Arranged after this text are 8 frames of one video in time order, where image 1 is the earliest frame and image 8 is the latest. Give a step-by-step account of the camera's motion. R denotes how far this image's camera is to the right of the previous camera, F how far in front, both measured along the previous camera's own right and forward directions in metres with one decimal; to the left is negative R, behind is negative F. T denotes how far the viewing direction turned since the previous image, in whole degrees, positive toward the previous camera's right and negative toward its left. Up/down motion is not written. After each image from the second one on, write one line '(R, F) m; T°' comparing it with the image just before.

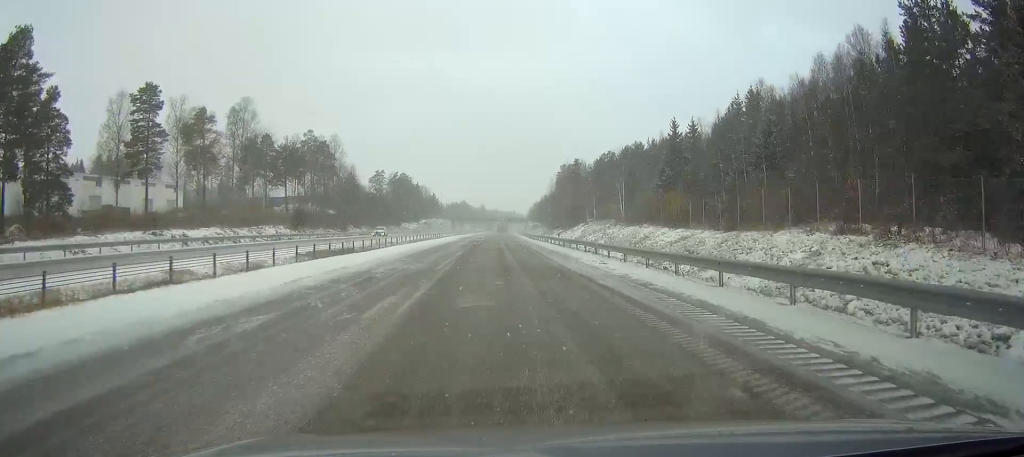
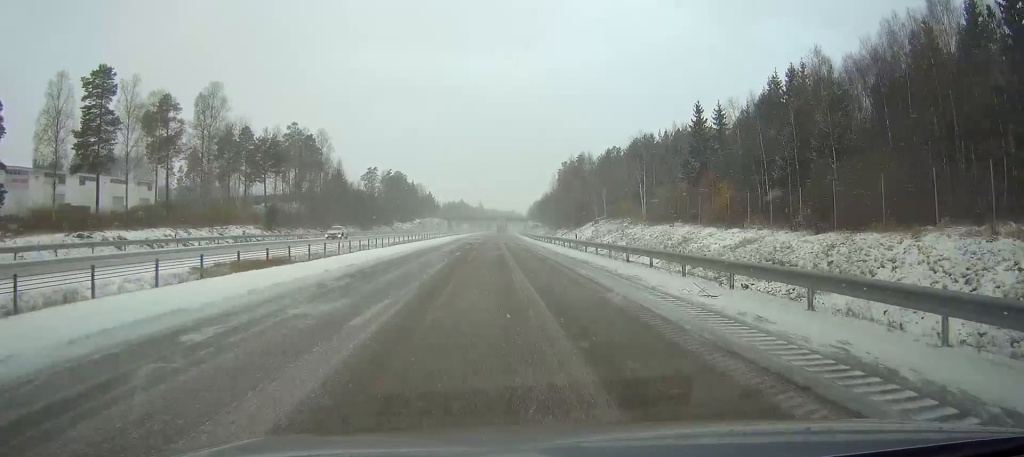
(0.0, +12.8) m; 0°
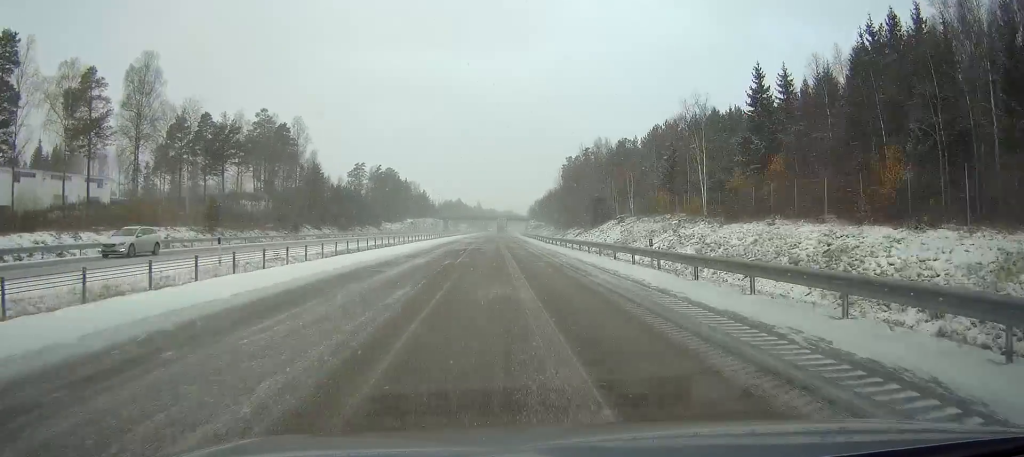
(-0.1, +21.4) m; 0°
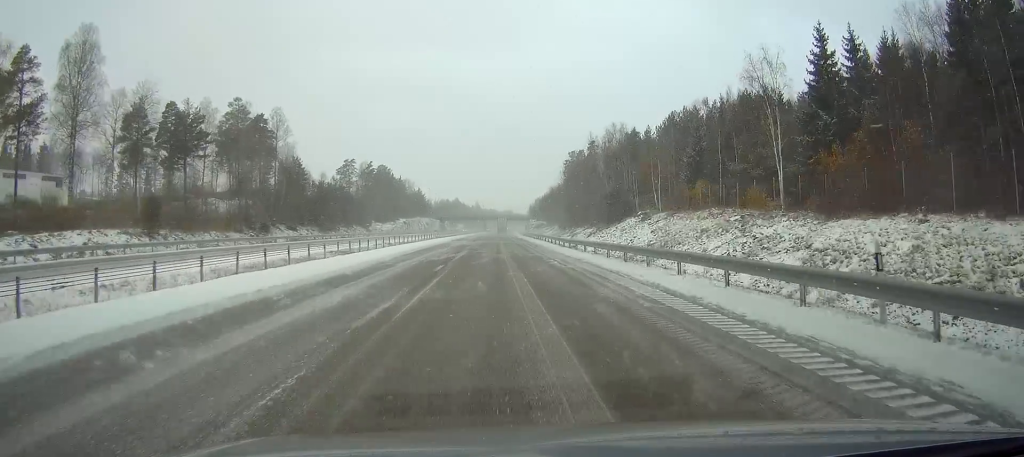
(+0.1, +14.5) m; 0°
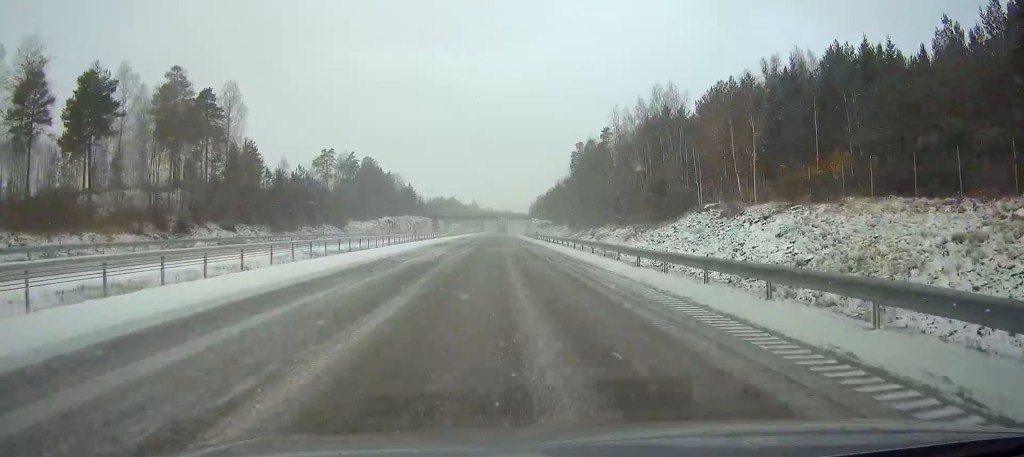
(0.0, +26.5) m; 0°
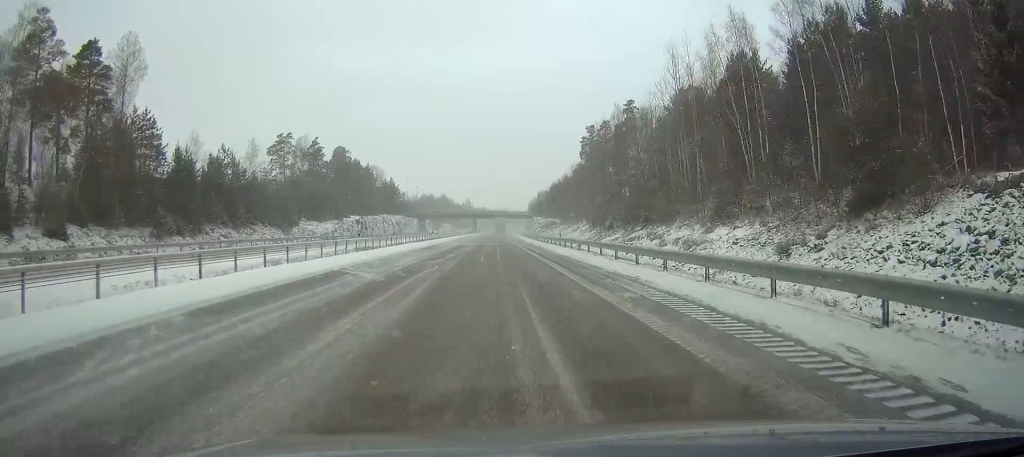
(+0.2, +35.9) m; 0°
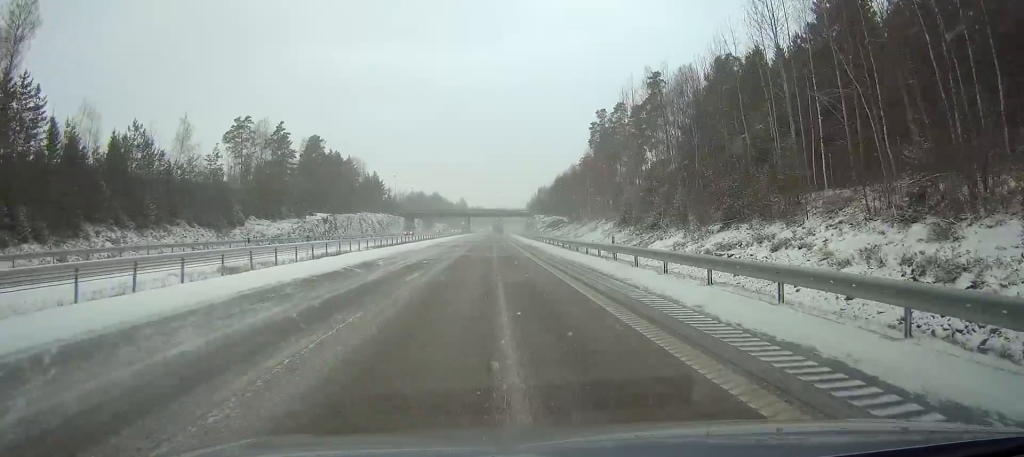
(0.0, +24.8) m; 0°
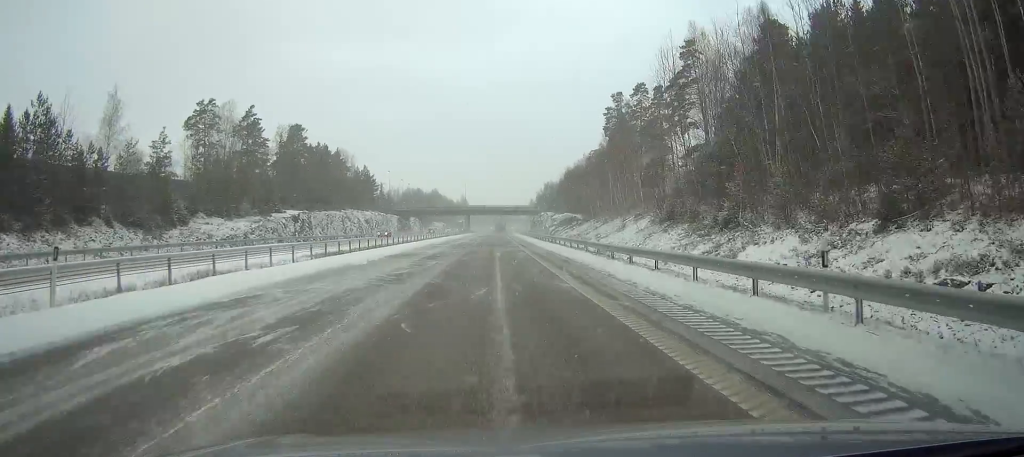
(0.0, +18.8) m; 0°
